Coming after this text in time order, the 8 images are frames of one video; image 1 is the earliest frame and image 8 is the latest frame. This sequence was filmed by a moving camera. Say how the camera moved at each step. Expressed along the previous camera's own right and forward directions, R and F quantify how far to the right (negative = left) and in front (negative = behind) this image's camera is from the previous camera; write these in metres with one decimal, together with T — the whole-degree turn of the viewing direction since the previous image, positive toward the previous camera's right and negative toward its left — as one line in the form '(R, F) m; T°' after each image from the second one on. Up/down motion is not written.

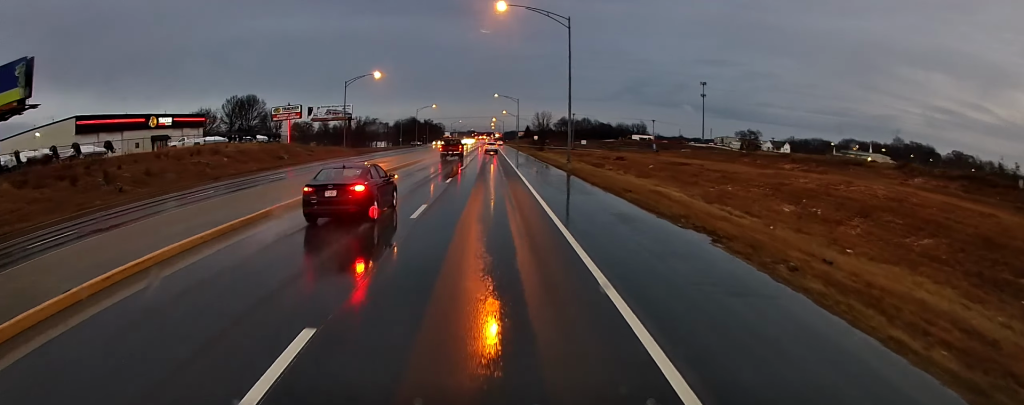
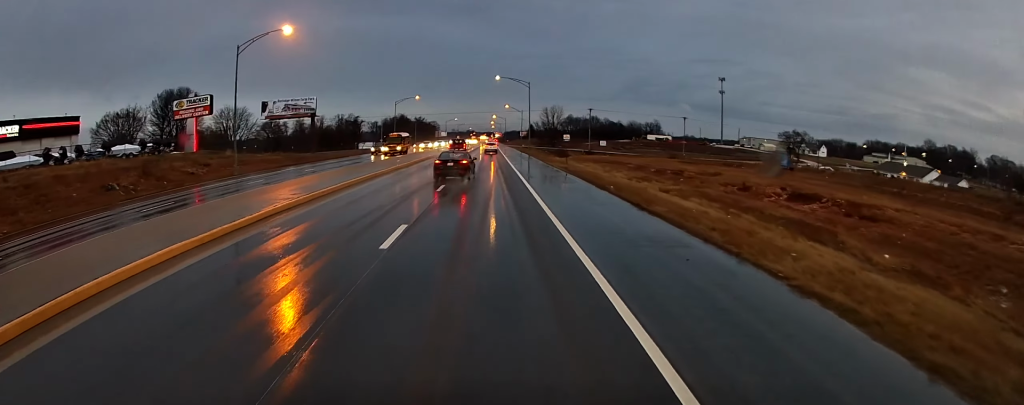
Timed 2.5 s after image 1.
(+0.1, +41.0) m; 0°
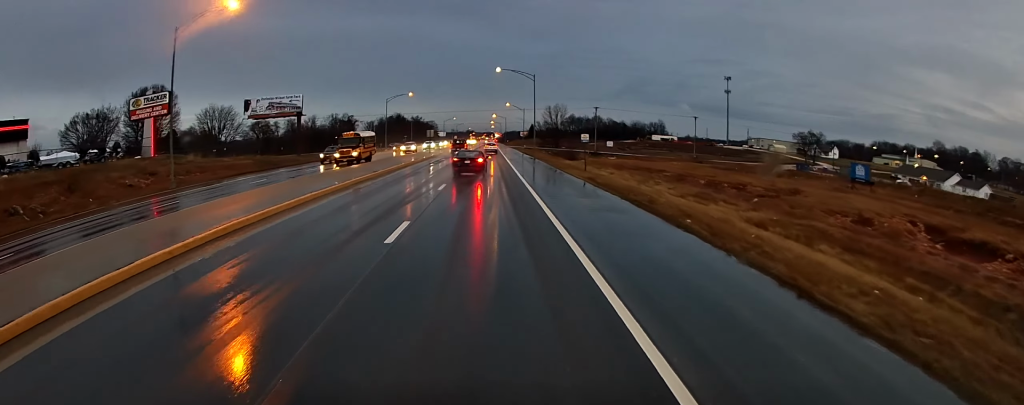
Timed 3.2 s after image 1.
(0.0, +11.5) m; 0°
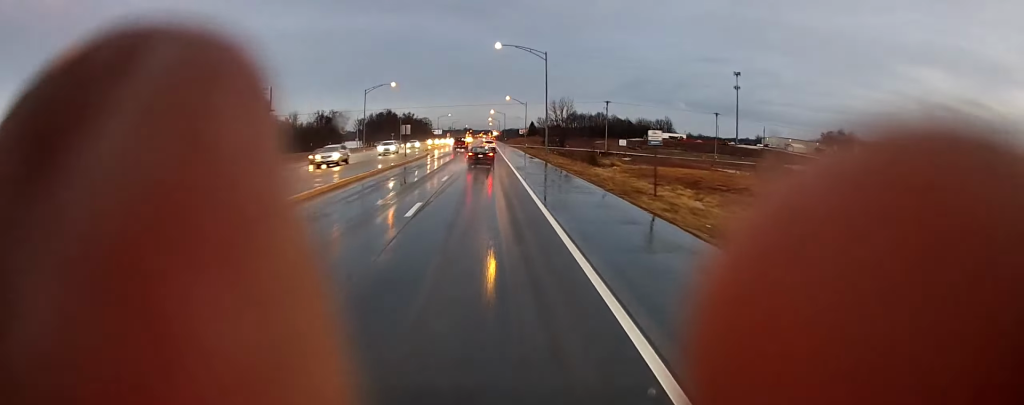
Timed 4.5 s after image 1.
(0.0, +20.8) m; 0°
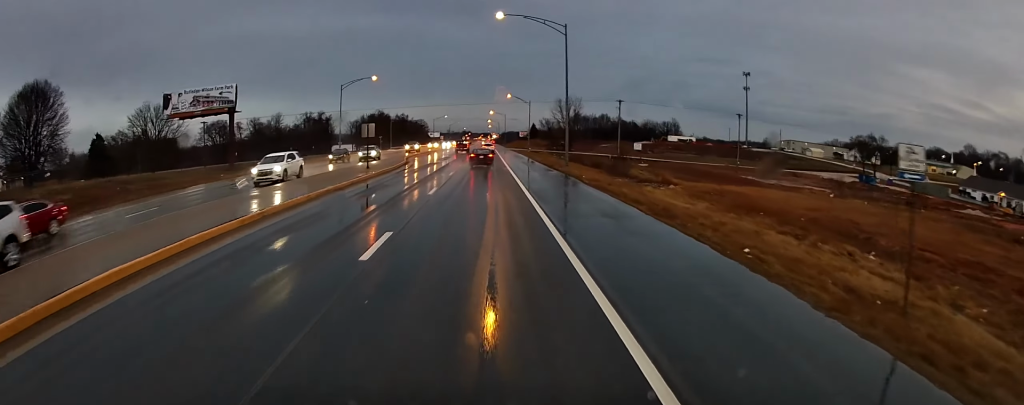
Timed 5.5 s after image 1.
(0.0, +17.5) m; 0°
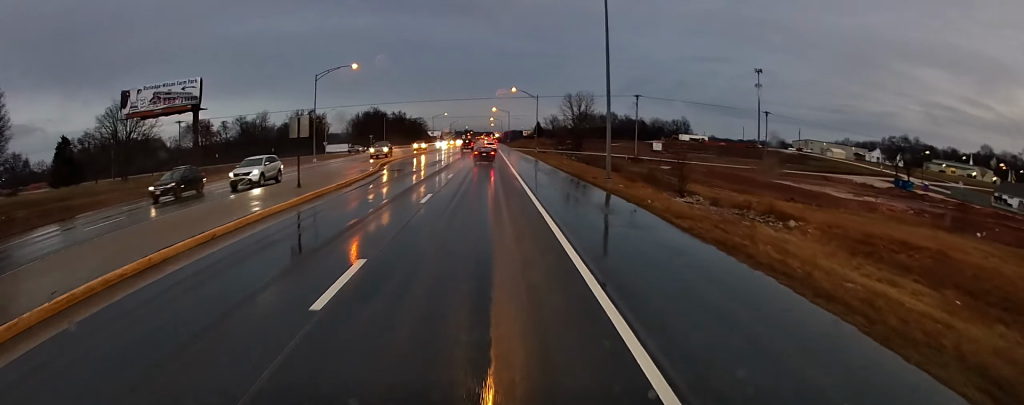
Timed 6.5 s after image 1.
(+0.1, +15.3) m; 0°
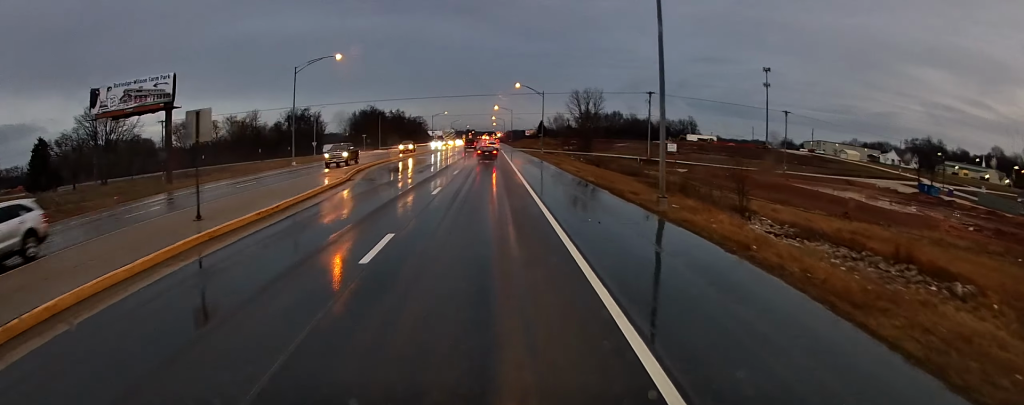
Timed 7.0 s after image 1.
(+0.2, +9.3) m; -1°
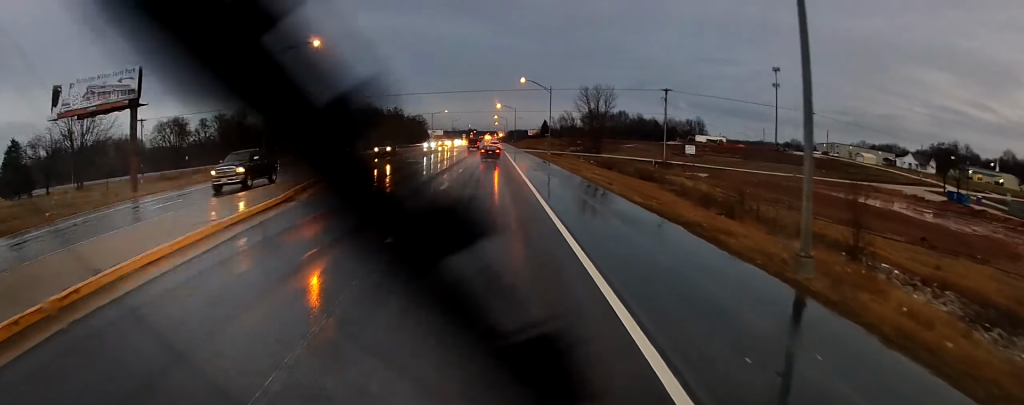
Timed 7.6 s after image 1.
(-0.3, +9.9) m; -1°
